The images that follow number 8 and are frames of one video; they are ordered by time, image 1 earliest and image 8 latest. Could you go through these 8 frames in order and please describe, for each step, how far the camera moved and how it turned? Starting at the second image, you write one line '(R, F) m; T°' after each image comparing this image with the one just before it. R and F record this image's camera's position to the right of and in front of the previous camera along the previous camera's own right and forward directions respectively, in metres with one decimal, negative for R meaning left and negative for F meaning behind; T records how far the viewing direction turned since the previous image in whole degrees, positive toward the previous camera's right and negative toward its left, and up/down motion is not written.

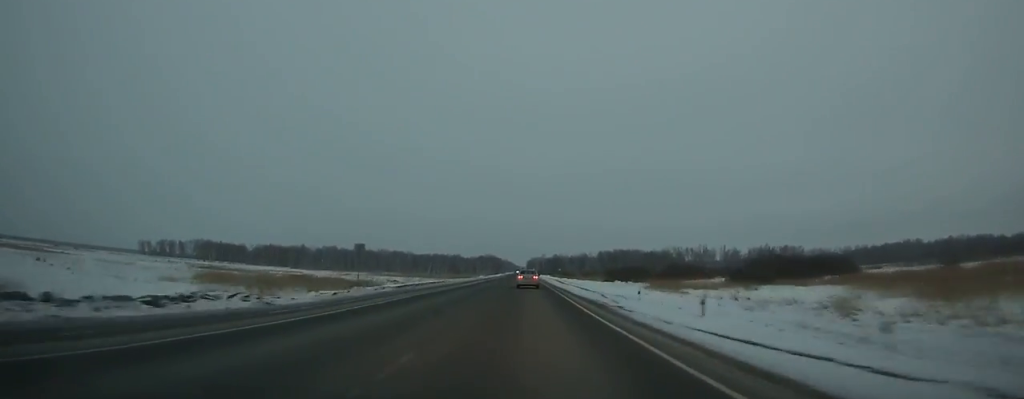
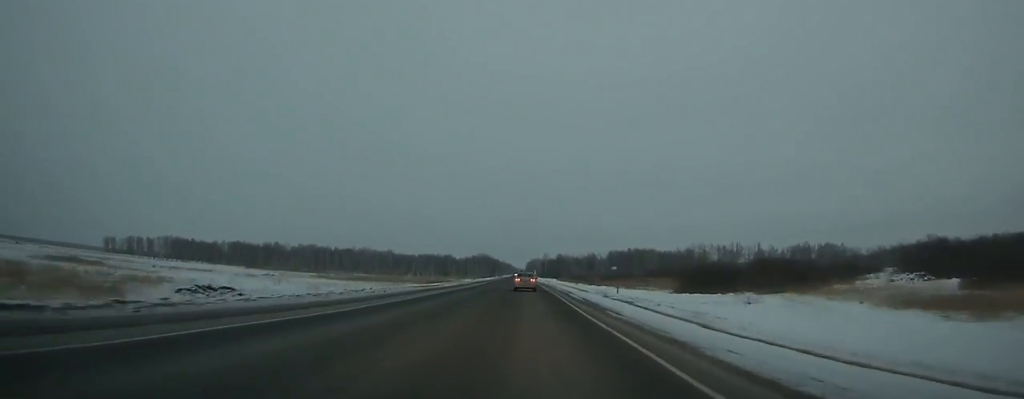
(0.0, +70.7) m; 0°
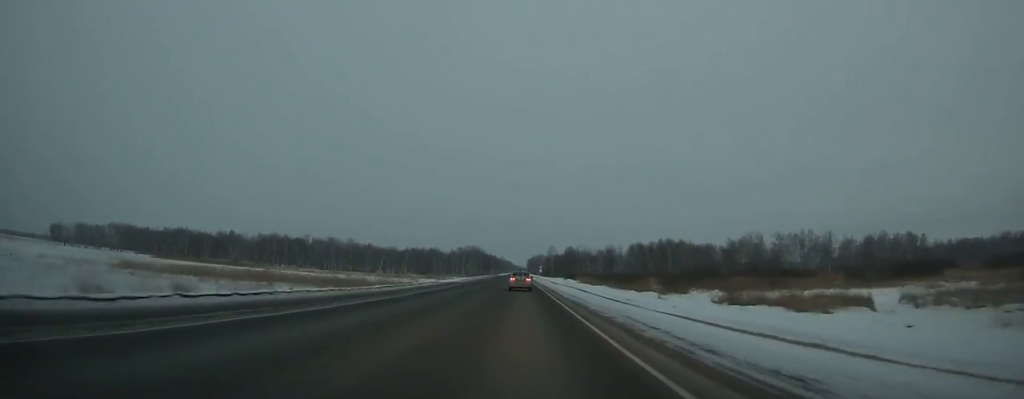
(-0.5, +96.5) m; -1°
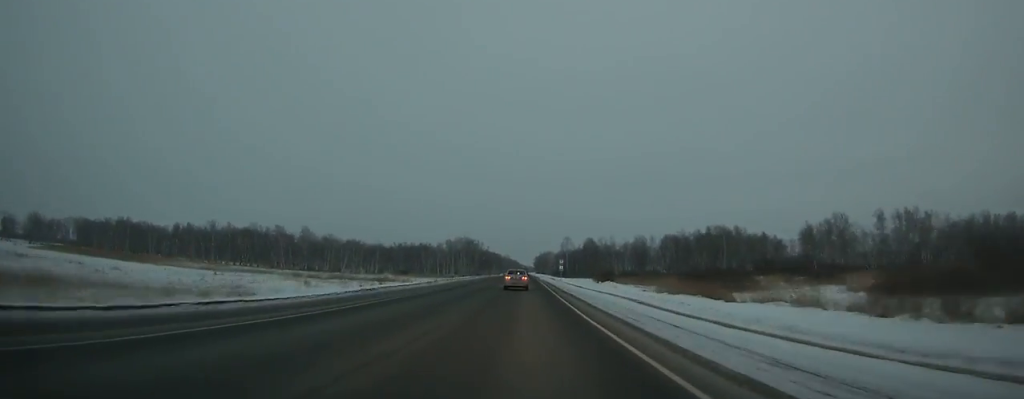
(-0.5, +76.2) m; 0°
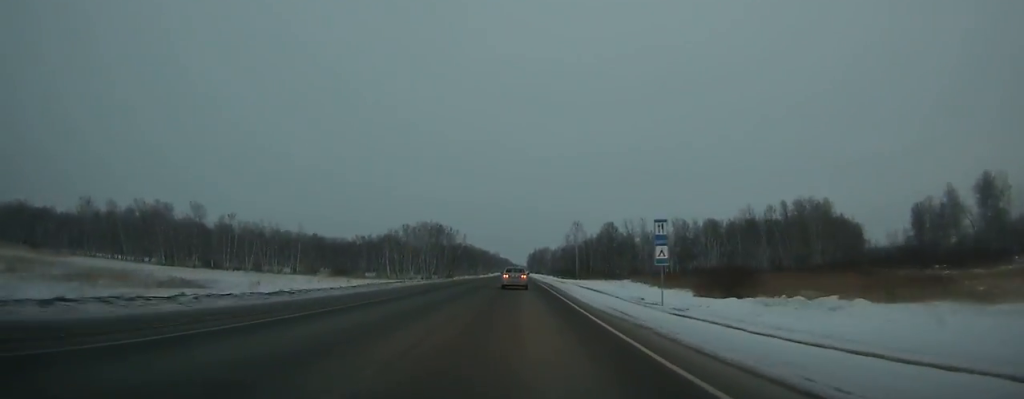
(+0.4, +80.5) m; 0°
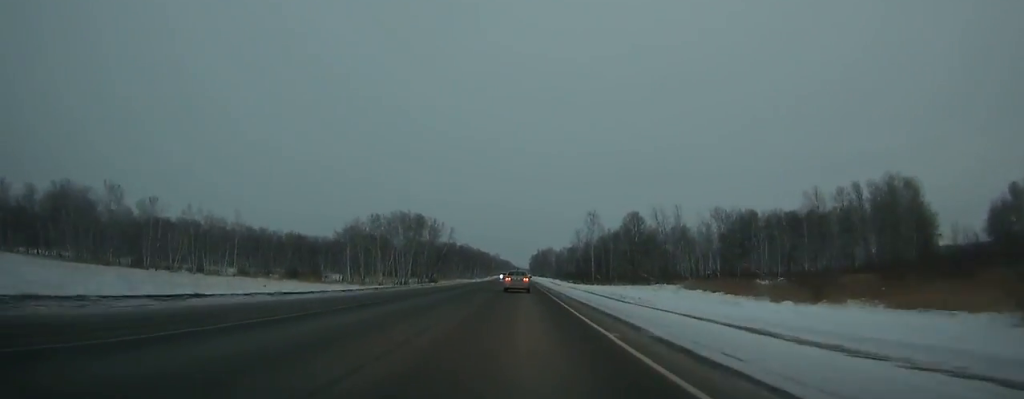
(+0.2, +39.8) m; 0°
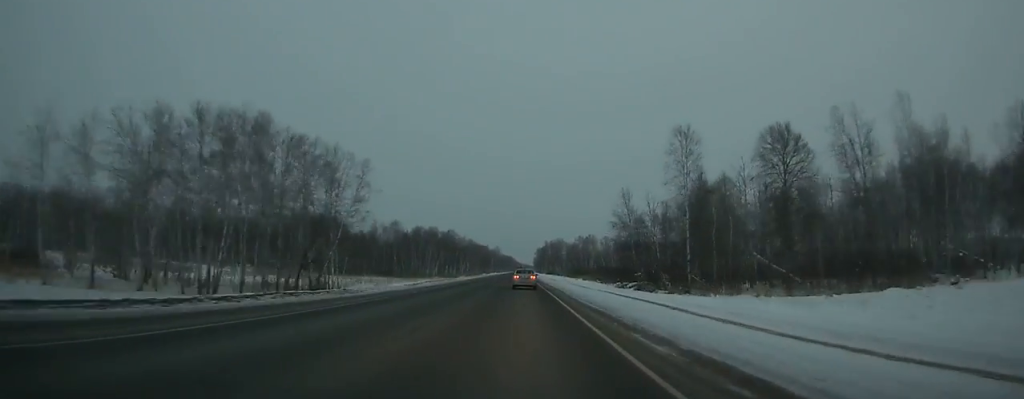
(-0.2, +89.0) m; 0°
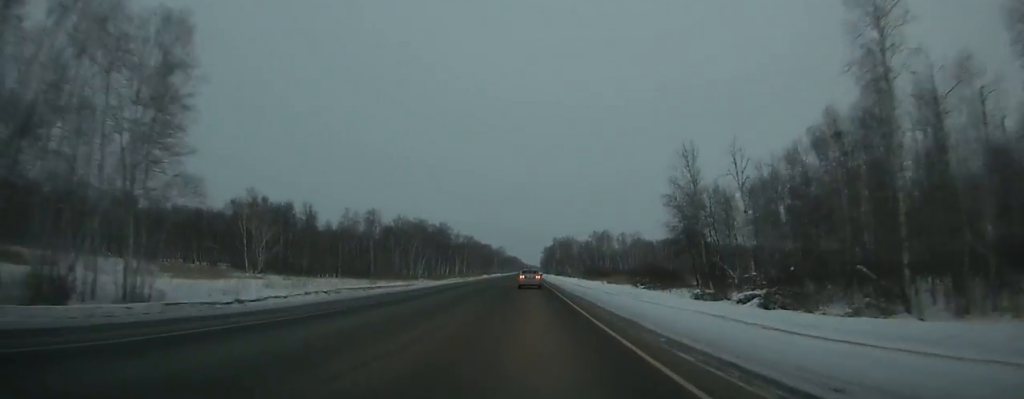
(-0.1, +39.5) m; 0°
